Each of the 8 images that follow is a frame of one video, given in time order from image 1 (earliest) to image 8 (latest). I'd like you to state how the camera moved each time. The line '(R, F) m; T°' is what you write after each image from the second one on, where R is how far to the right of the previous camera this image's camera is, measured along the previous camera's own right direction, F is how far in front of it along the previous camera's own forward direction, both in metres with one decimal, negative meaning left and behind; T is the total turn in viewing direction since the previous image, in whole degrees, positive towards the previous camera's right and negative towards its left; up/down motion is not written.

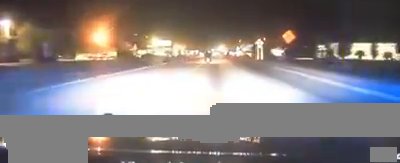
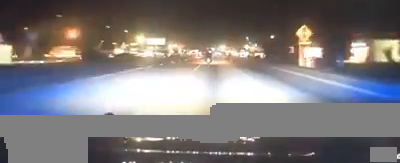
(0.0, +34.1) m; 0°
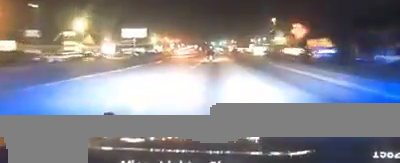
(-0.2, +60.1) m; 0°
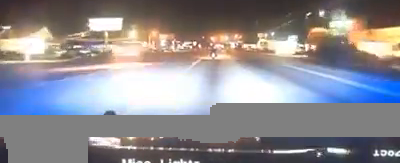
(+0.1, +45.0) m; 0°
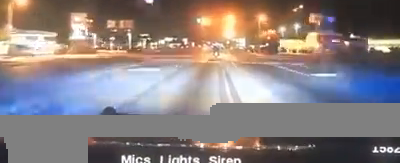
(+0.1, +124.7) m; 0°
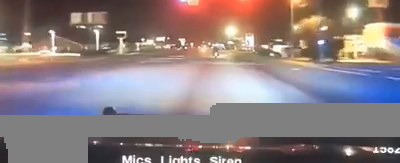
(0.0, +40.5) m; 0°
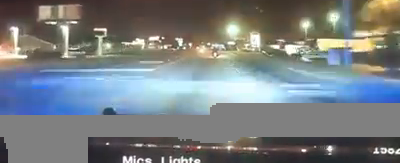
(0.0, +18.7) m; 0°
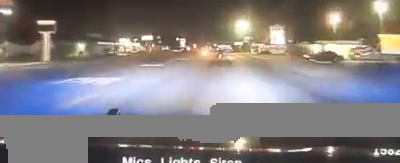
(0.0, +32.6) m; 0°
